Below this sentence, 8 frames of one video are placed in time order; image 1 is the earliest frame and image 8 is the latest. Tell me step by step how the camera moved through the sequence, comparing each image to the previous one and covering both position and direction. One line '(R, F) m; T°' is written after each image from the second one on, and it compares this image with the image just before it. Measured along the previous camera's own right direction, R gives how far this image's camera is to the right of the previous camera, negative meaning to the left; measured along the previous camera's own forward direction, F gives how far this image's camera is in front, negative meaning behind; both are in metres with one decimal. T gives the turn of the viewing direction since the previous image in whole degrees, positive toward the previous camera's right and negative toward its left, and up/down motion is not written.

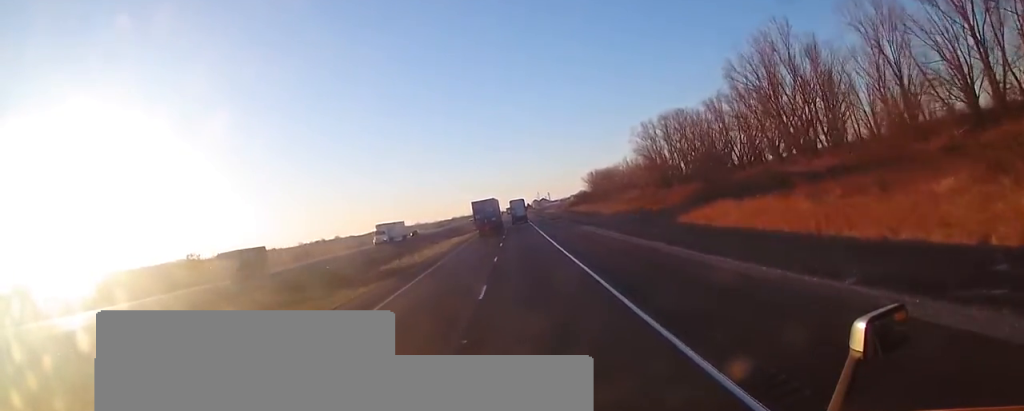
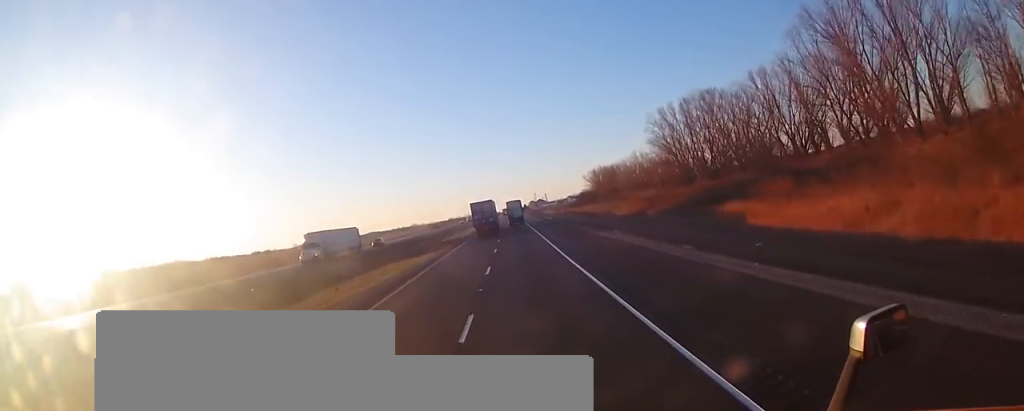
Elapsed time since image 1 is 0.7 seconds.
(+0.2, +18.2) m; 0°
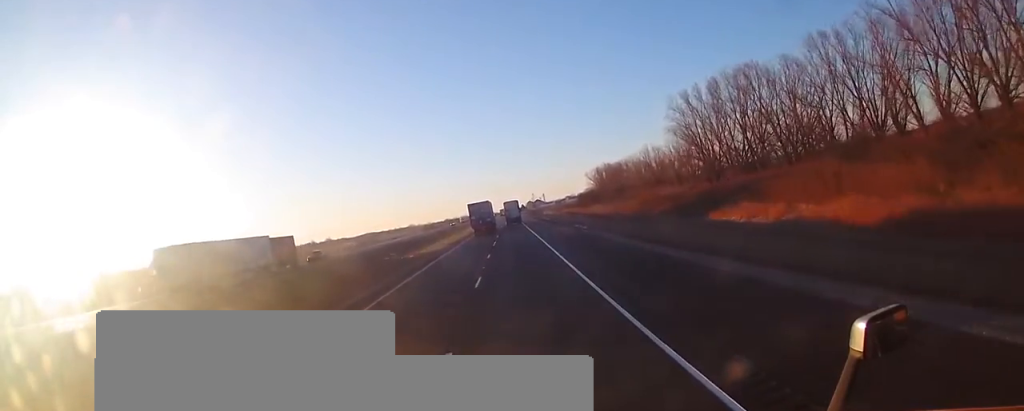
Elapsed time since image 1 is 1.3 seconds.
(-0.1, +15.6) m; 0°
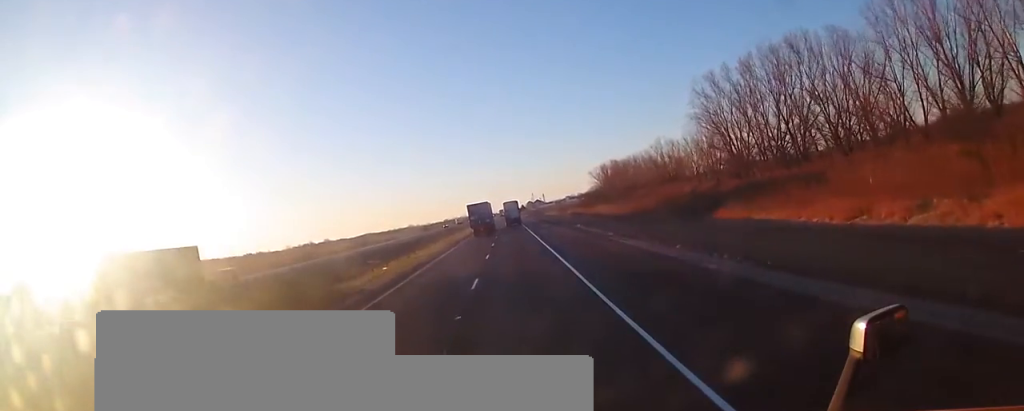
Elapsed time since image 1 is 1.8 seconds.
(-0.2, +12.9) m; 0°
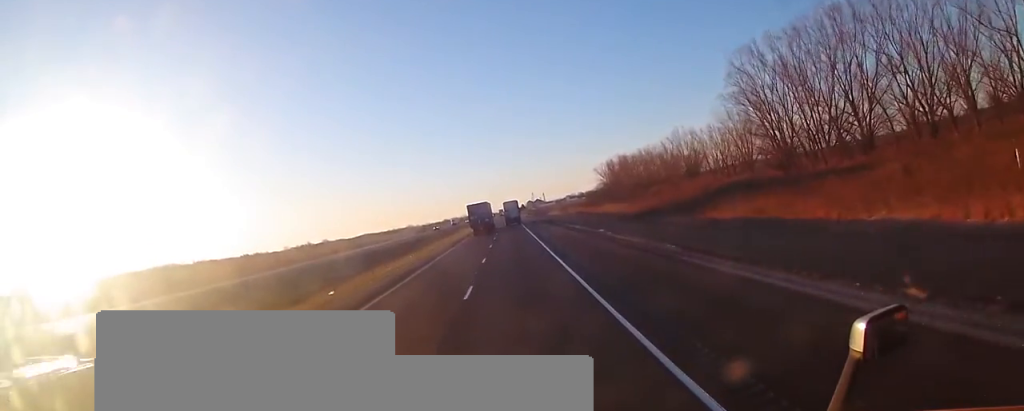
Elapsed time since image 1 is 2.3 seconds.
(+0.1, +14.3) m; 0°
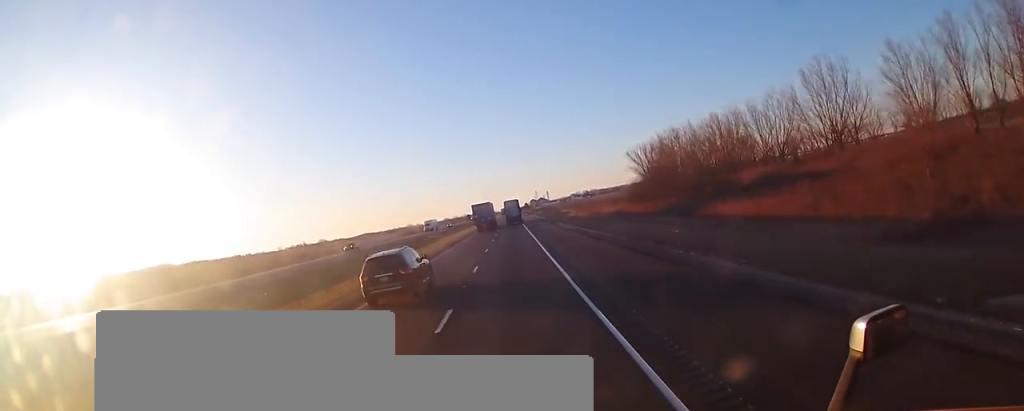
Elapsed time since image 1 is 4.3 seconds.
(+0.5, +53.7) m; 0°
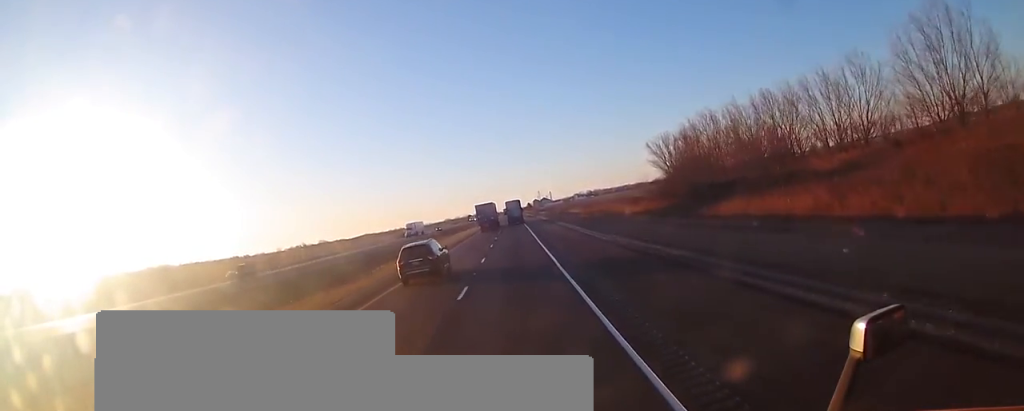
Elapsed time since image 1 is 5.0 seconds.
(0.0, +19.9) m; 0°
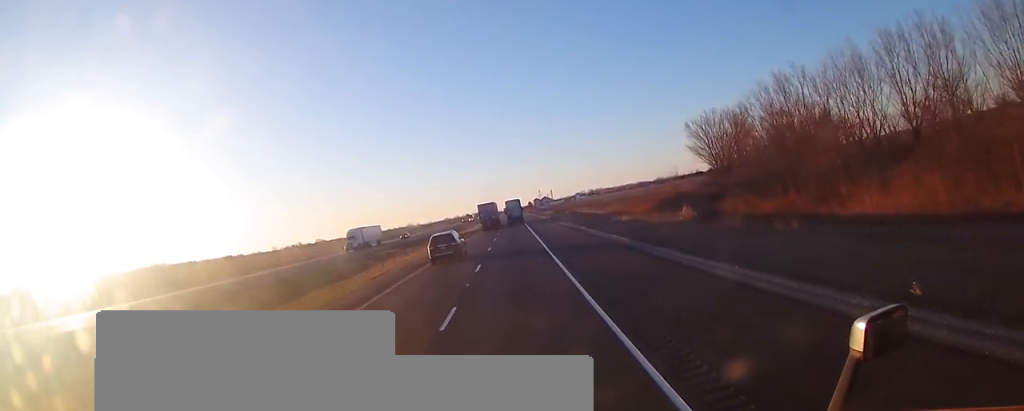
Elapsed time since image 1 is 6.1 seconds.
(-0.2, +29.4) m; 0°
